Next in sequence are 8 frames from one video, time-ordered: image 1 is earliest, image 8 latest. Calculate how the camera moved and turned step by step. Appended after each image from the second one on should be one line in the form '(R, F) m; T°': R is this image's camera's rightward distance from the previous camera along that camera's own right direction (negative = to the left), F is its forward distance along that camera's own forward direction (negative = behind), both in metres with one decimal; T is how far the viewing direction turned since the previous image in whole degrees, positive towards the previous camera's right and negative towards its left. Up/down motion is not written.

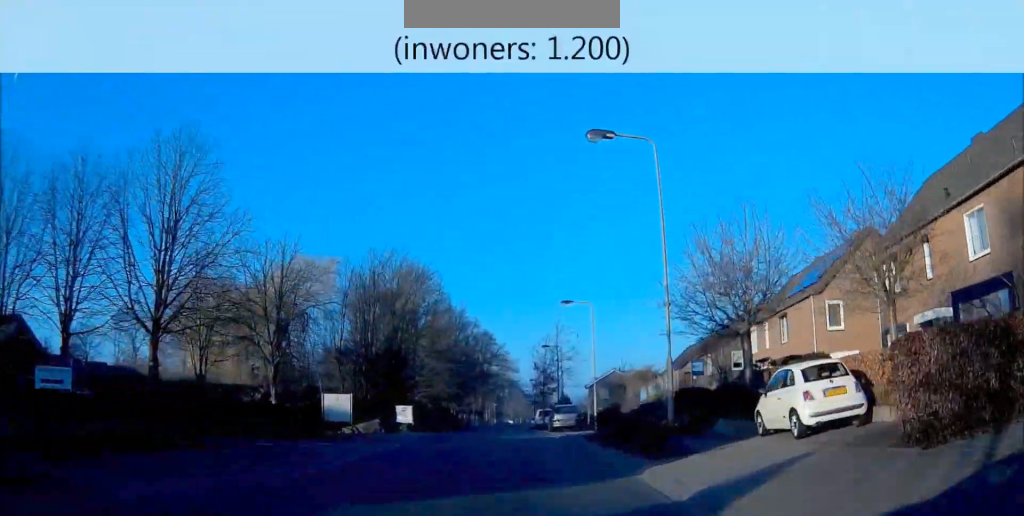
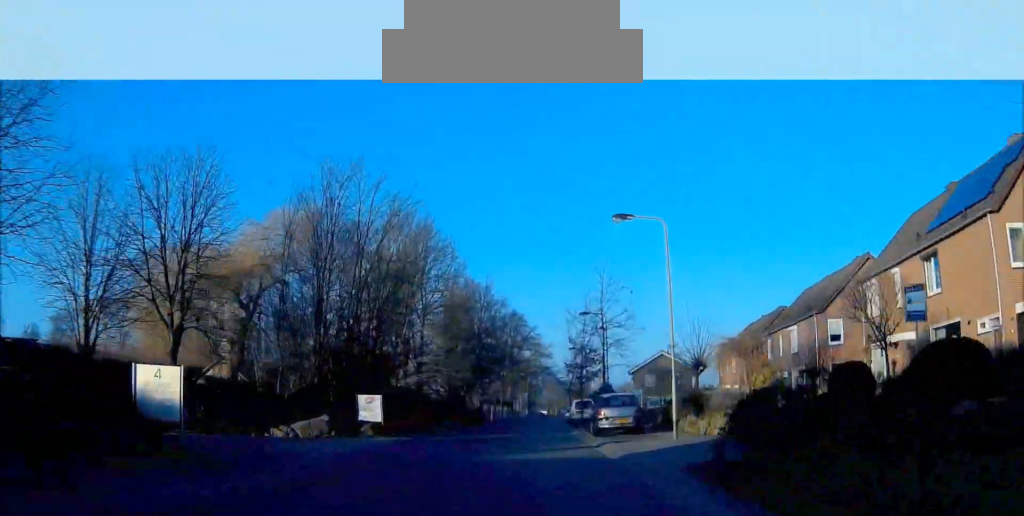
(-0.6, +15.4) m; -2°
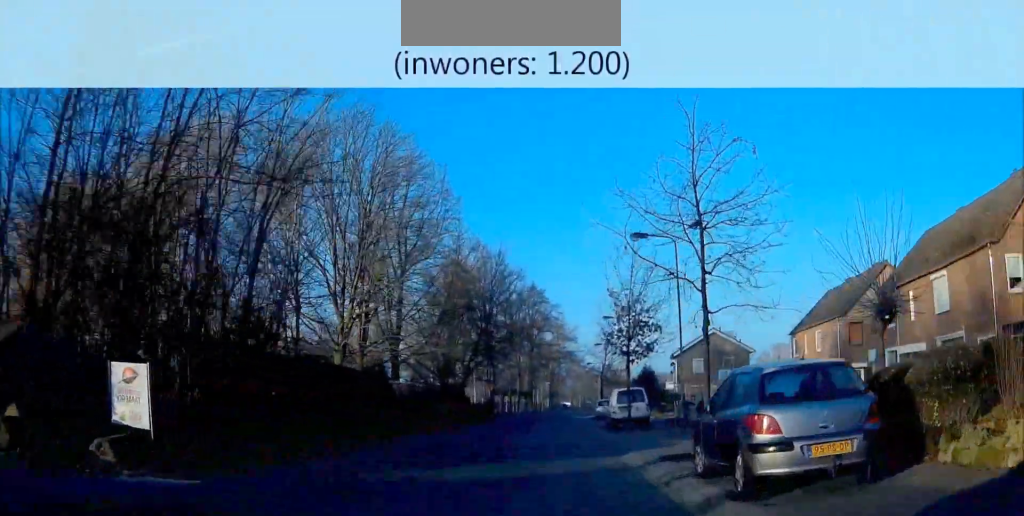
(-0.3, +18.5) m; -1°
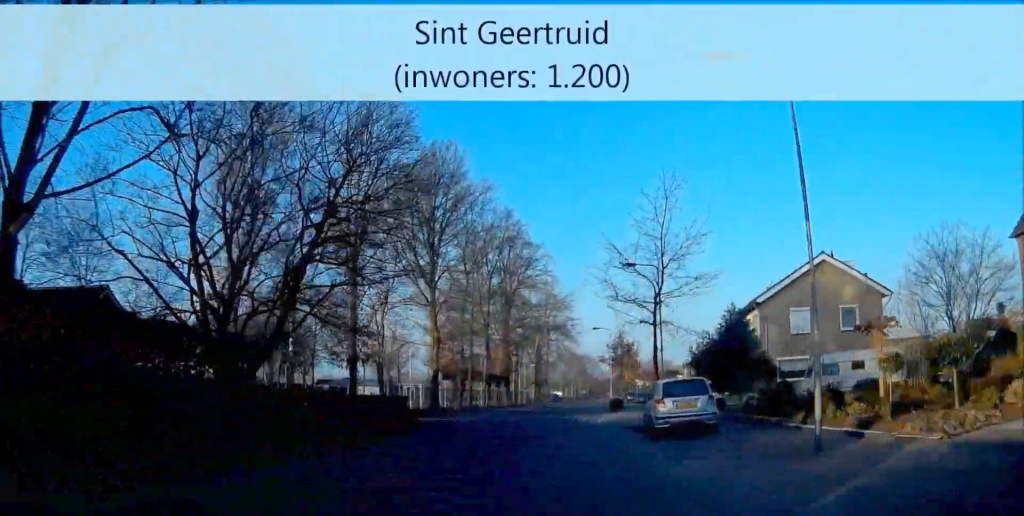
(-0.2, +34.7) m; +1°
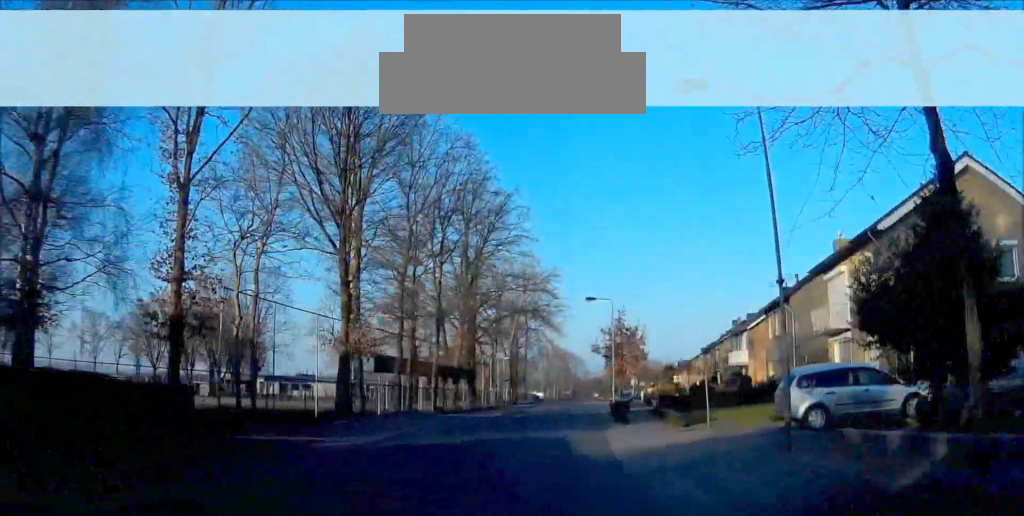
(0.0, +18.2) m; +2°
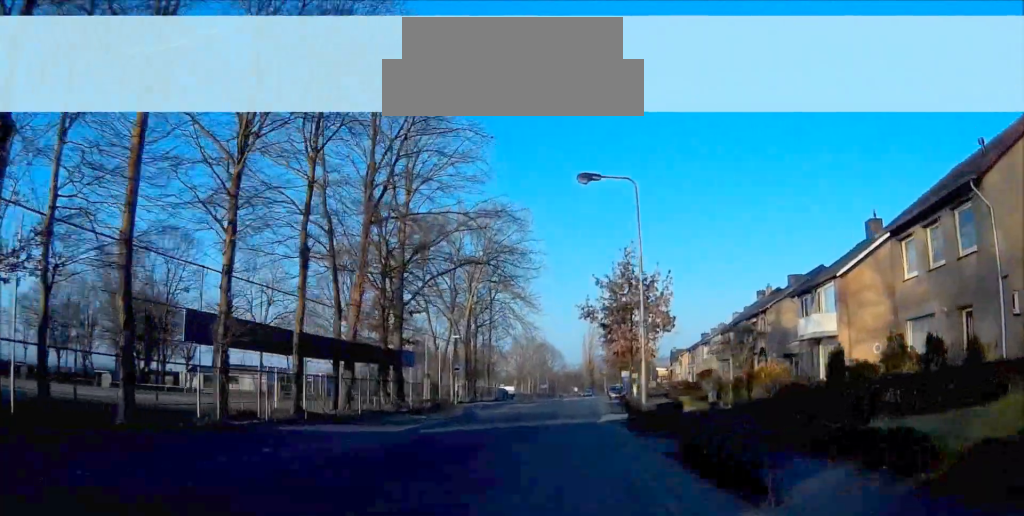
(+0.9, +21.6) m; +2°
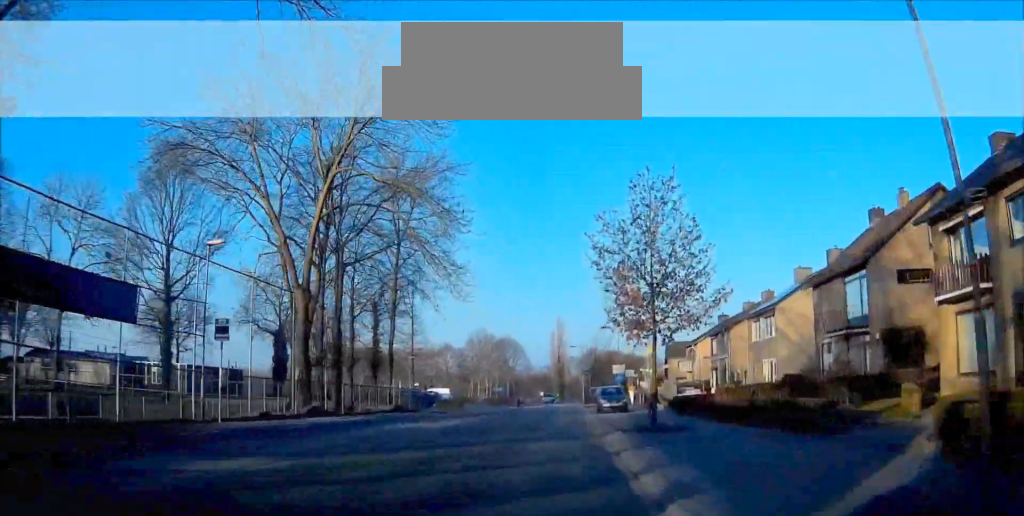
(+0.7, +33.4) m; +1°
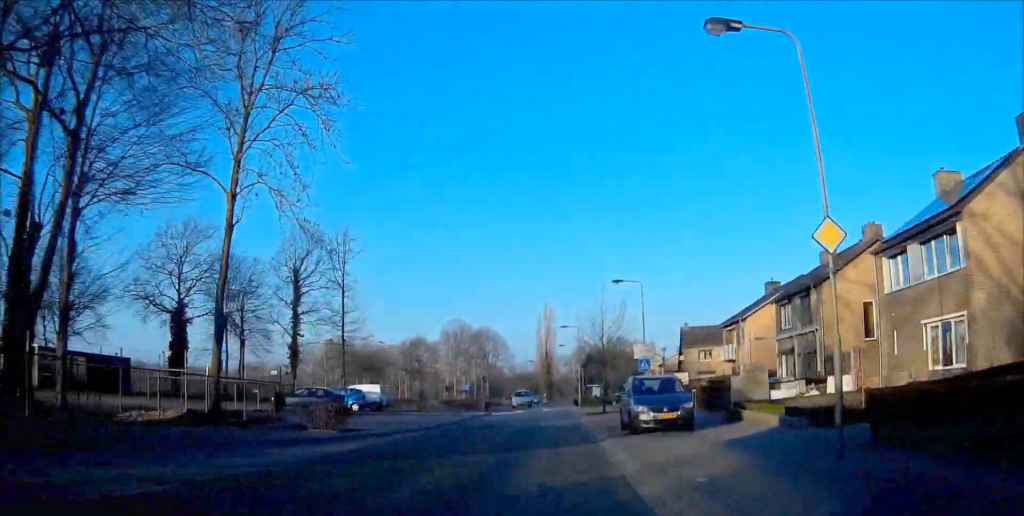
(-0.1, +22.7) m; 0°
